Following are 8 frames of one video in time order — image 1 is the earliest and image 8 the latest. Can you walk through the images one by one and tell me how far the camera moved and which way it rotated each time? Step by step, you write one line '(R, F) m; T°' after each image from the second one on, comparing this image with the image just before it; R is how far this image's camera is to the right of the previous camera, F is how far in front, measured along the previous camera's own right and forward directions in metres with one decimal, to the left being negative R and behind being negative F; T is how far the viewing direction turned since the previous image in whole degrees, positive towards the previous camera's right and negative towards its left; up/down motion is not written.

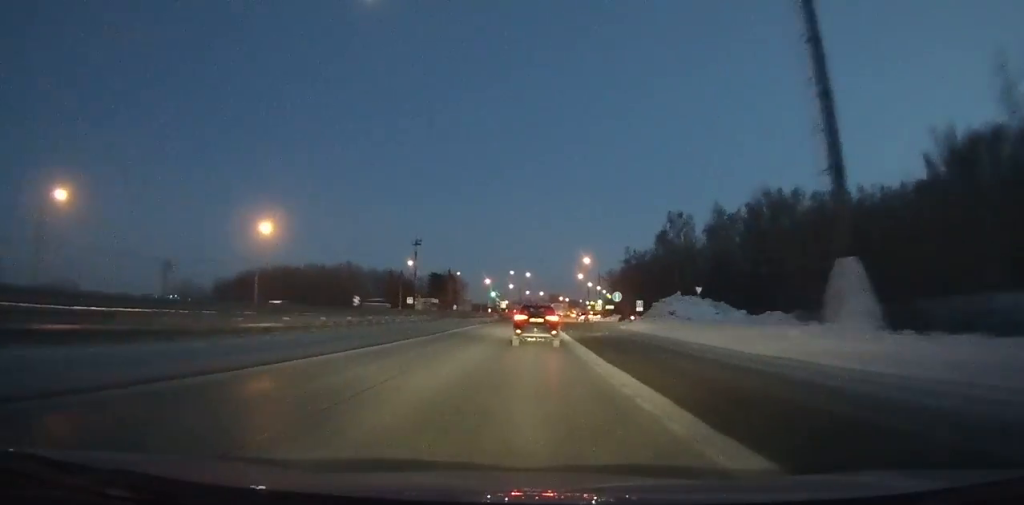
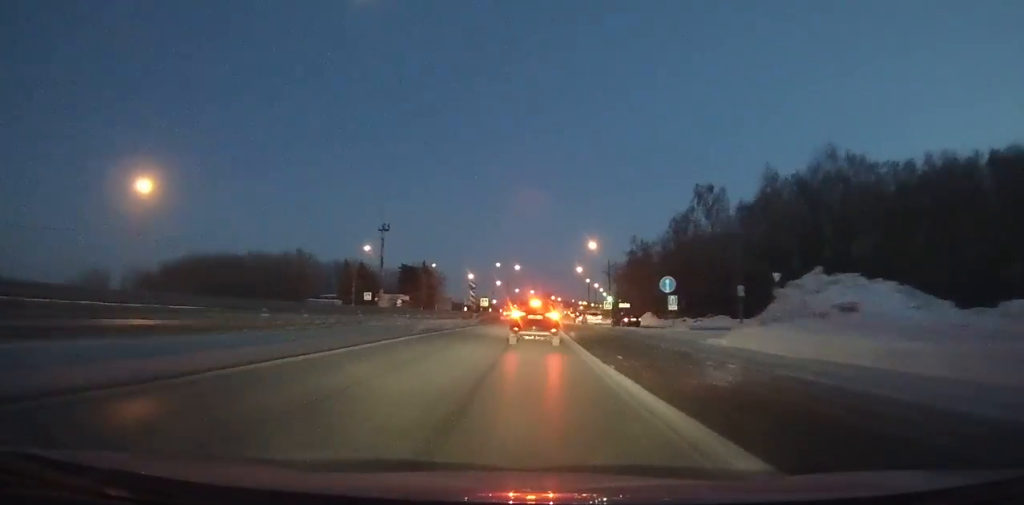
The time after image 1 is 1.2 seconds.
(+0.5, +22.1) m; +1°
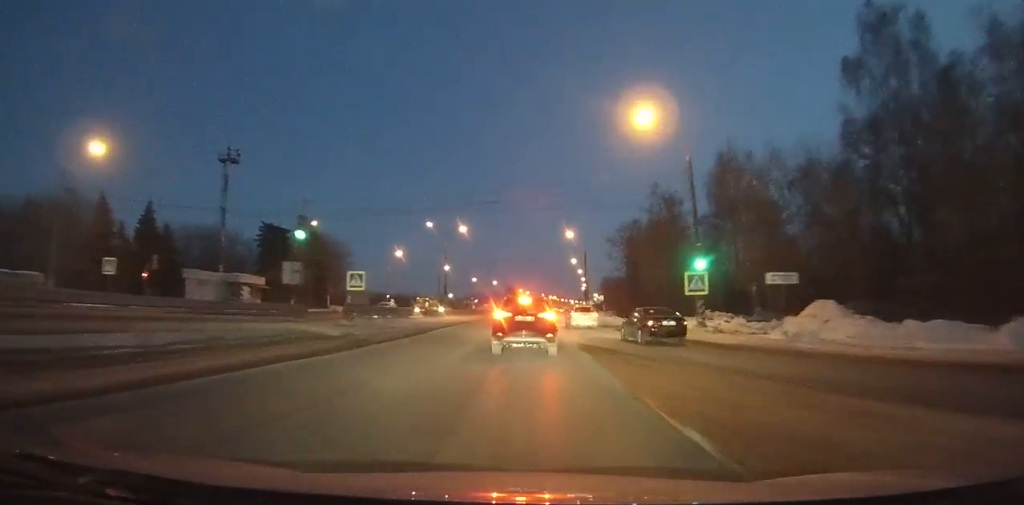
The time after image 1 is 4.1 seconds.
(+1.2, +51.4) m; +2°
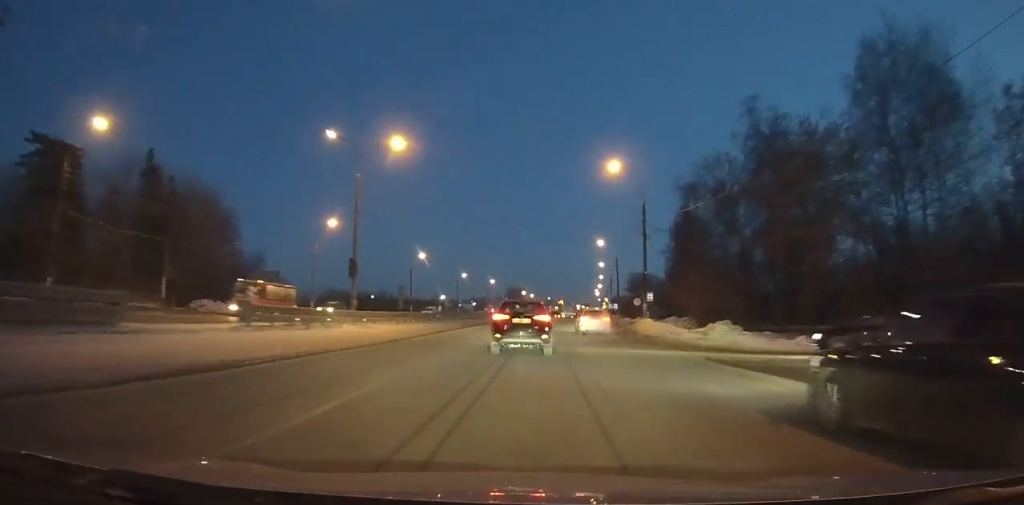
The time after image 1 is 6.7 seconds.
(+0.7, +43.2) m; +2°
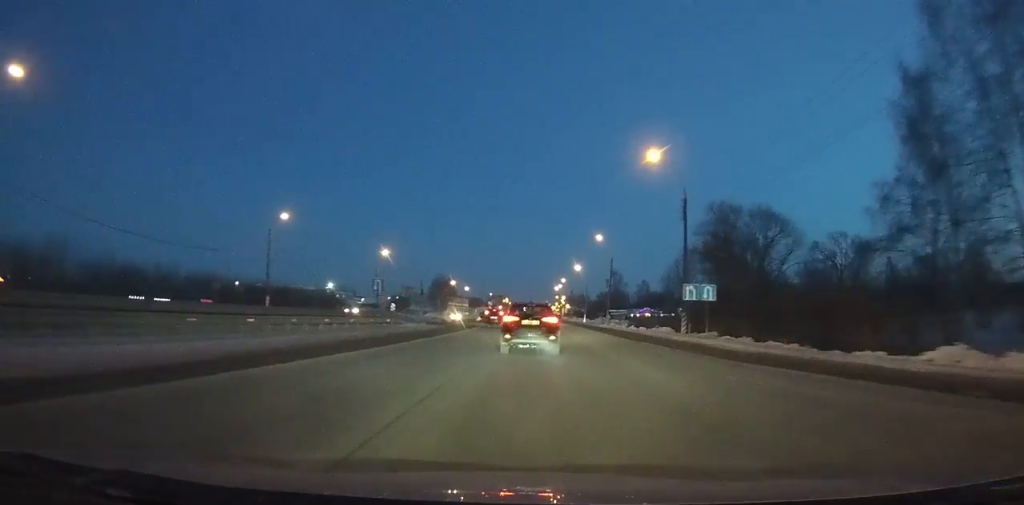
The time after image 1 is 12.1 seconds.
(+2.6, +86.9) m; +4°
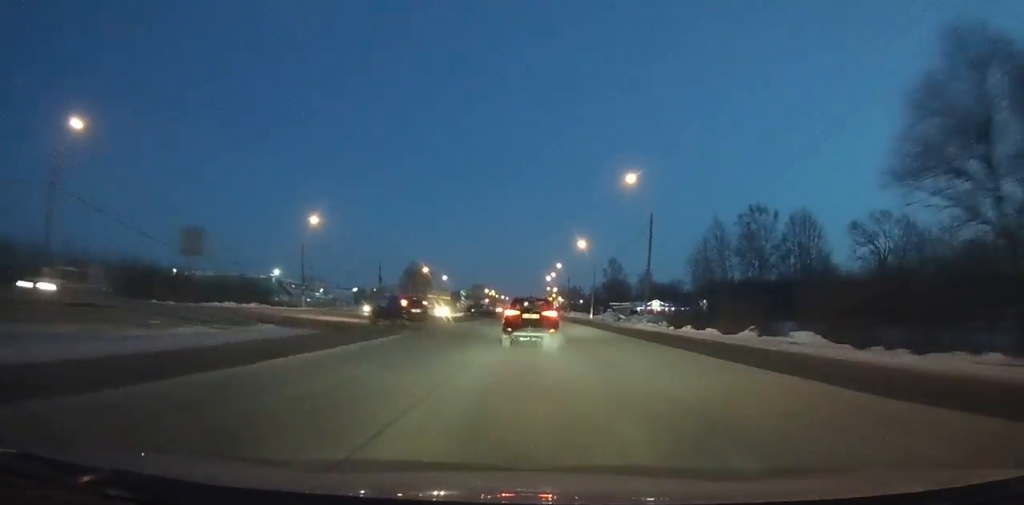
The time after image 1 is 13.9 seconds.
(+0.5, +29.3) m; +1°
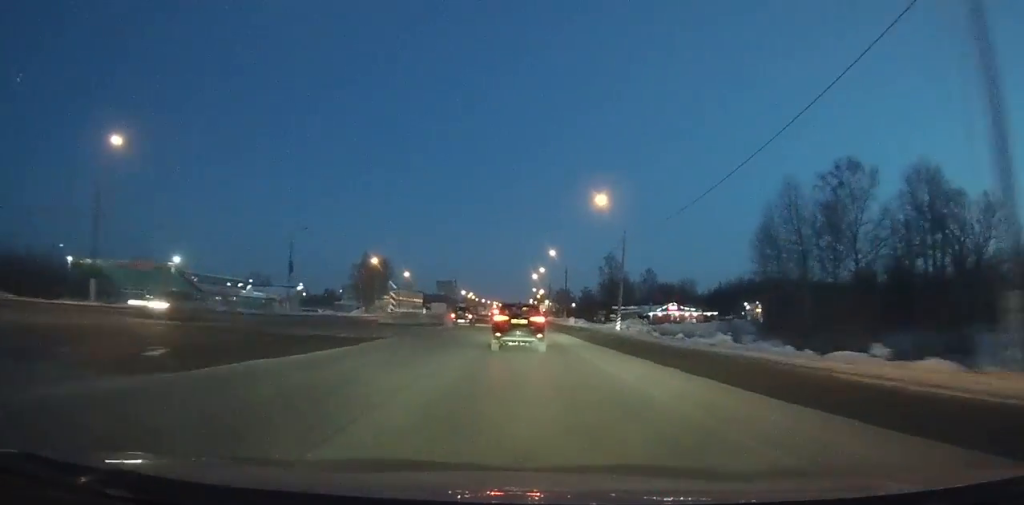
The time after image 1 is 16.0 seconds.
(+0.2, +34.3) m; 0°
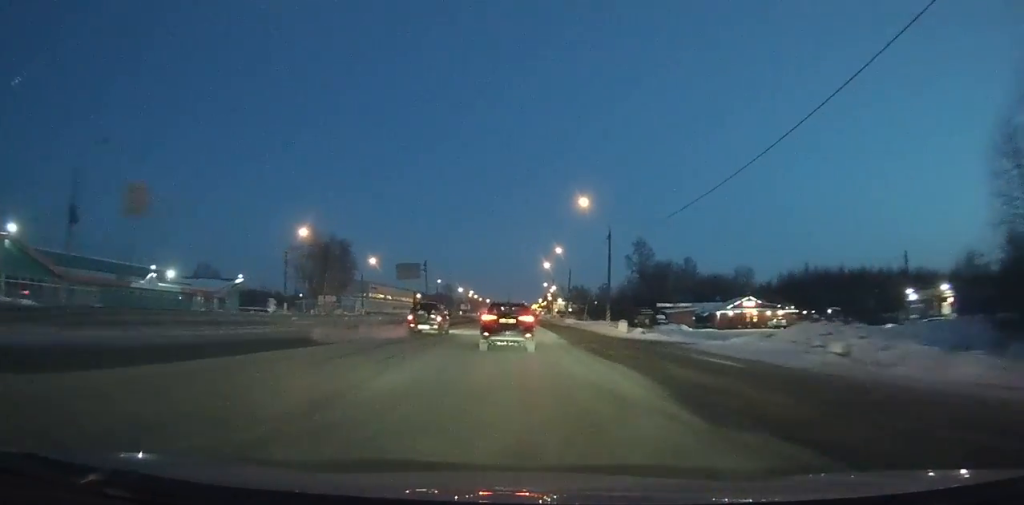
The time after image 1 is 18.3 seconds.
(0.0, +37.9) m; 0°
